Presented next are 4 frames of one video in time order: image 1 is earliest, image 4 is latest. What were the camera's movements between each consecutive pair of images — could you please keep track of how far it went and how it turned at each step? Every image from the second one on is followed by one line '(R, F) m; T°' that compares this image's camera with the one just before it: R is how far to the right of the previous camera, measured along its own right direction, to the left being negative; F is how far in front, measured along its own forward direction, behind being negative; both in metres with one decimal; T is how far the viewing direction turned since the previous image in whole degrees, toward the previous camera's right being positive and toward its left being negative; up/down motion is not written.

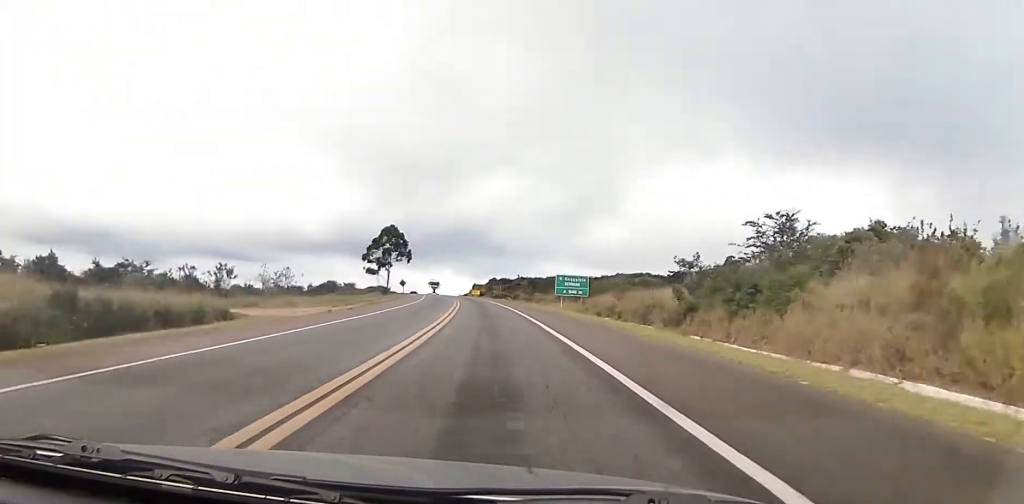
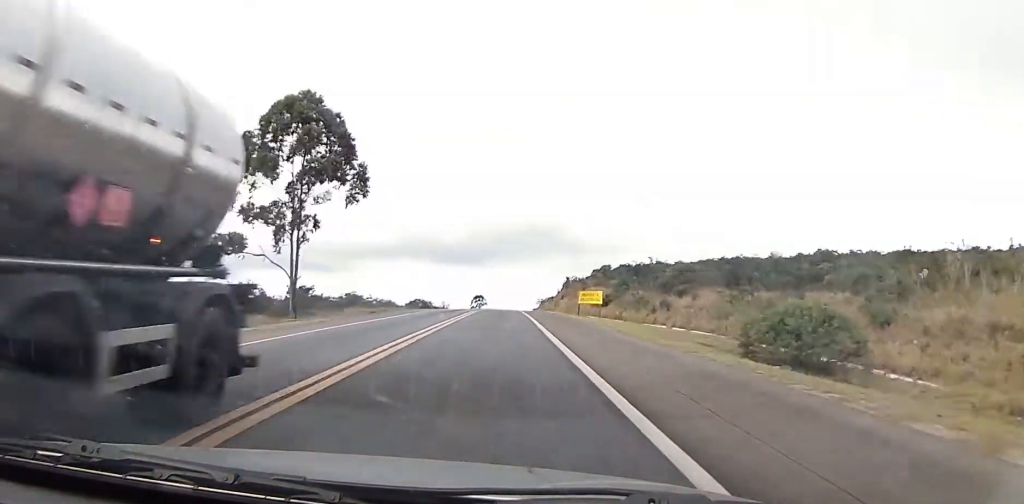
(-9.4, +115.7) m; -8°
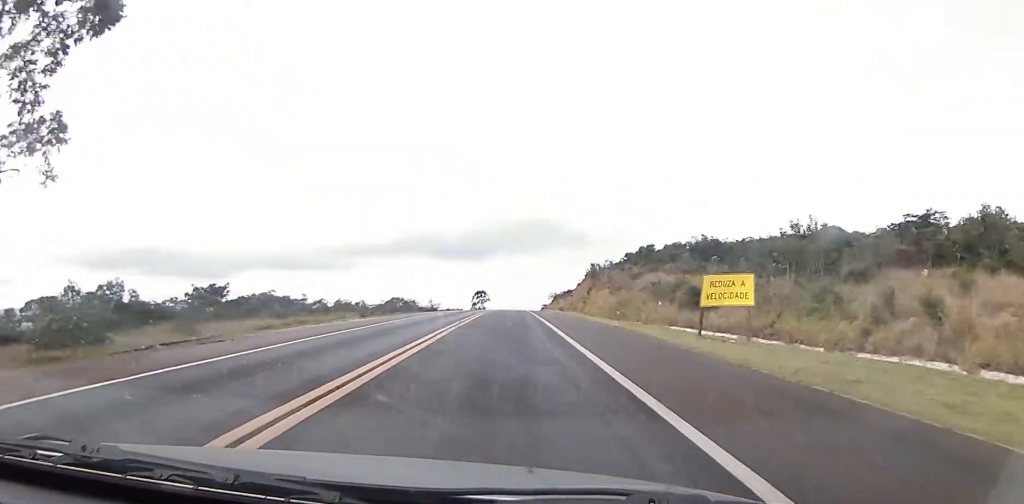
(-0.6, +32.8) m; -1°
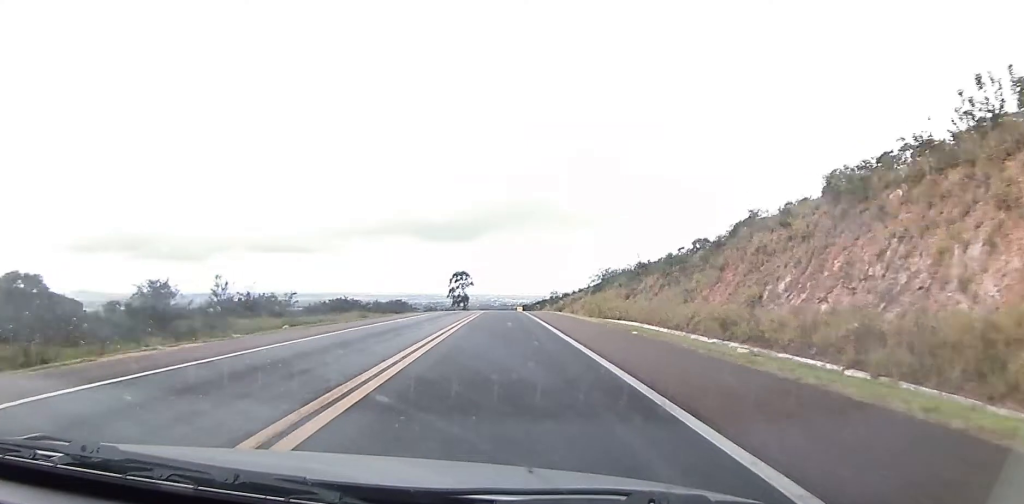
(+0.7, +84.6) m; +1°
